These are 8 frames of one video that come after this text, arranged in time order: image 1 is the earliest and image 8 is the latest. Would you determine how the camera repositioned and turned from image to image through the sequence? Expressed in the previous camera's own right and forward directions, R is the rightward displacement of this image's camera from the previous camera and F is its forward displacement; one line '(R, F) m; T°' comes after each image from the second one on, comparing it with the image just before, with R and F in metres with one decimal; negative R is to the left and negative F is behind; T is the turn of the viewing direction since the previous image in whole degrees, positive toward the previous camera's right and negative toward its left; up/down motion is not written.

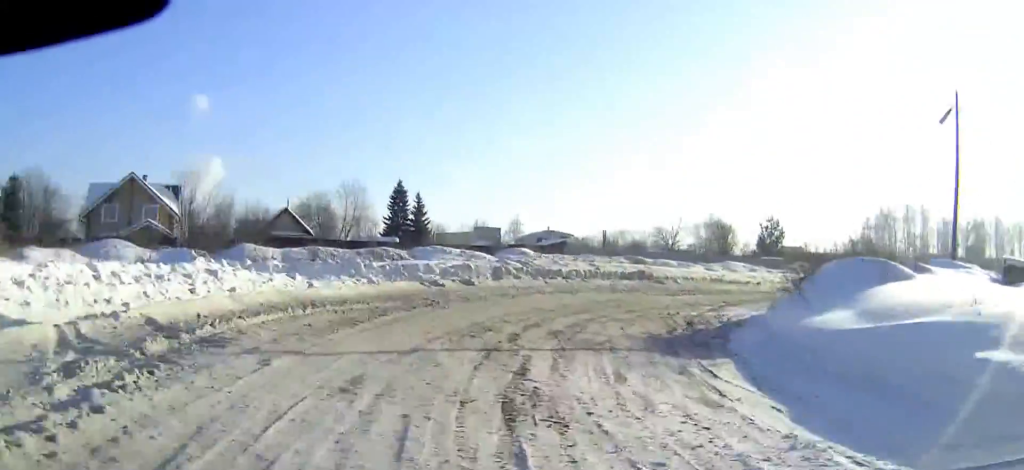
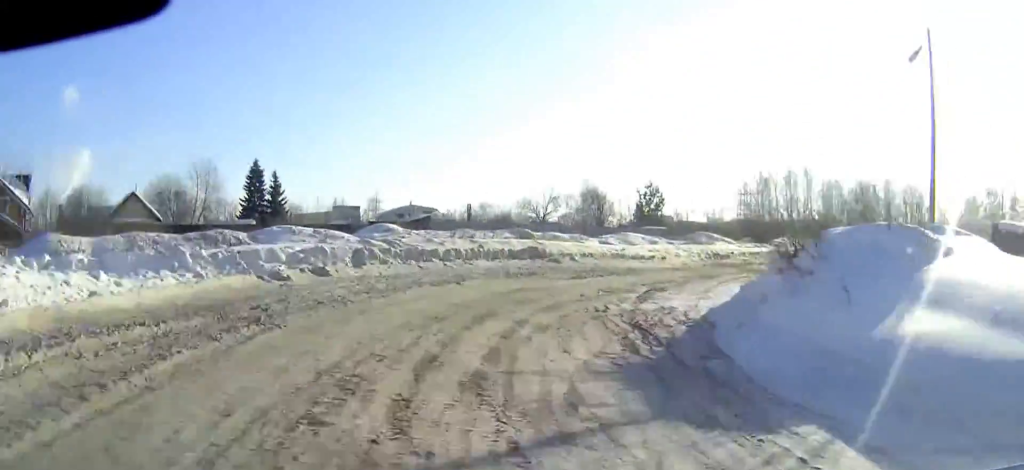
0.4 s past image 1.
(+1.0, +6.1) m; +8°
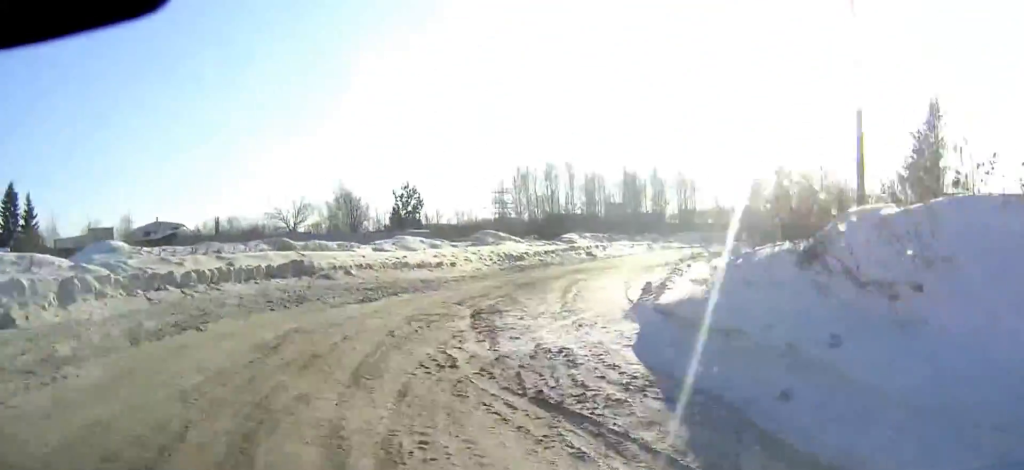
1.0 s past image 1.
(+0.6, +8.1) m; +4°
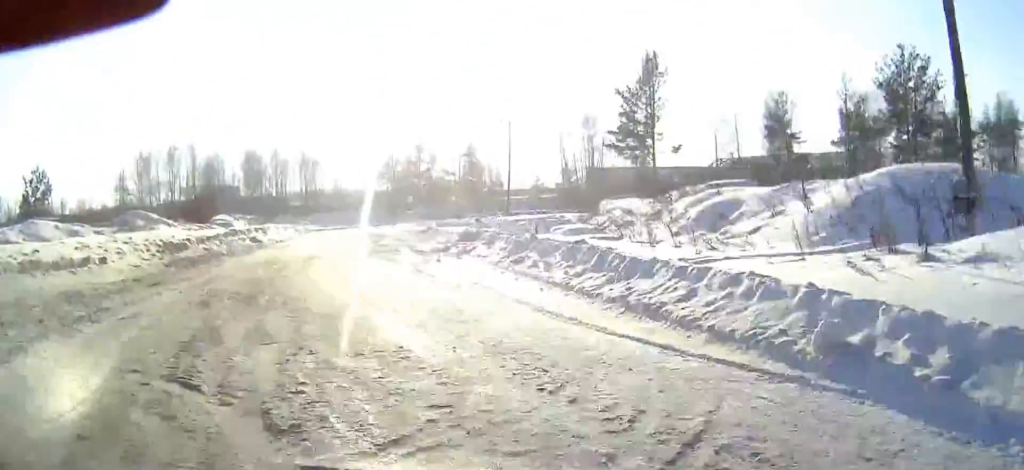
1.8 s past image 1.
(+0.3, +12.7) m; +1°
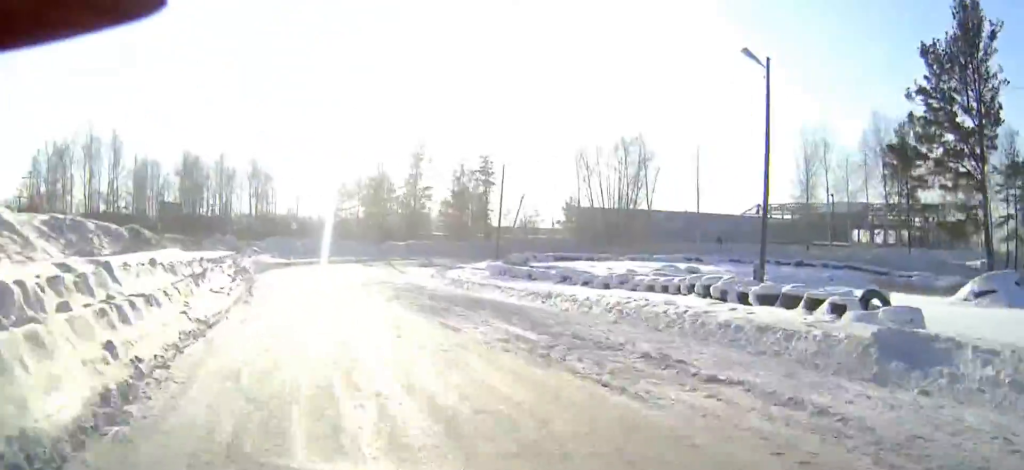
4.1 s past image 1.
(+2.1, +38.4) m; +11°
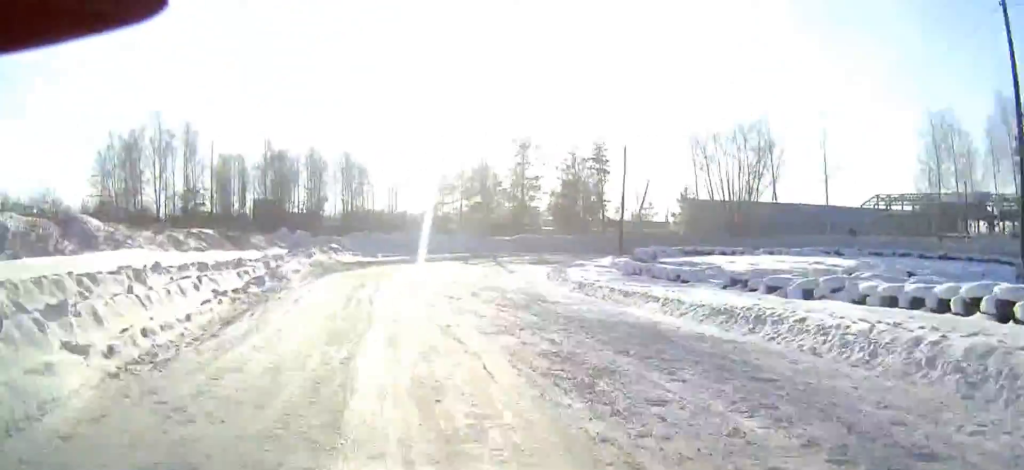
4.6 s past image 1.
(+0.5, +9.4) m; +4°
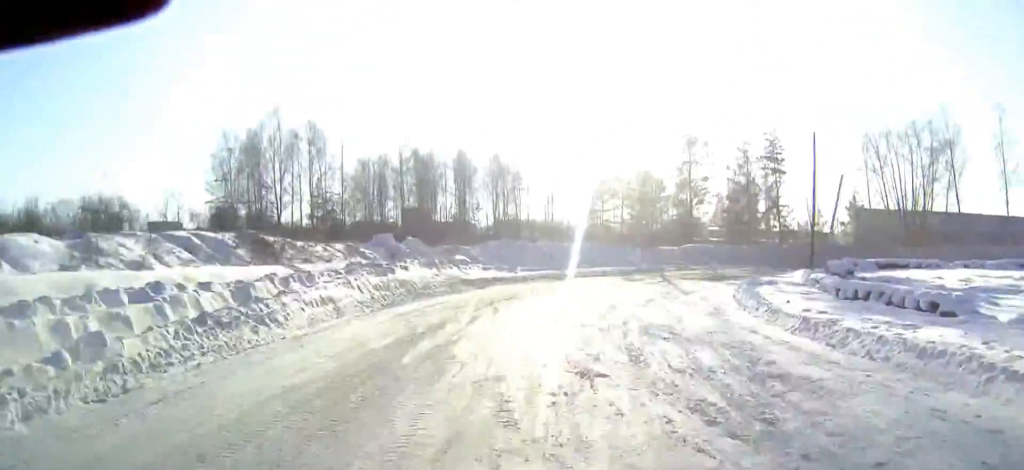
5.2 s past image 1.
(+0.2, +11.1) m; +1°
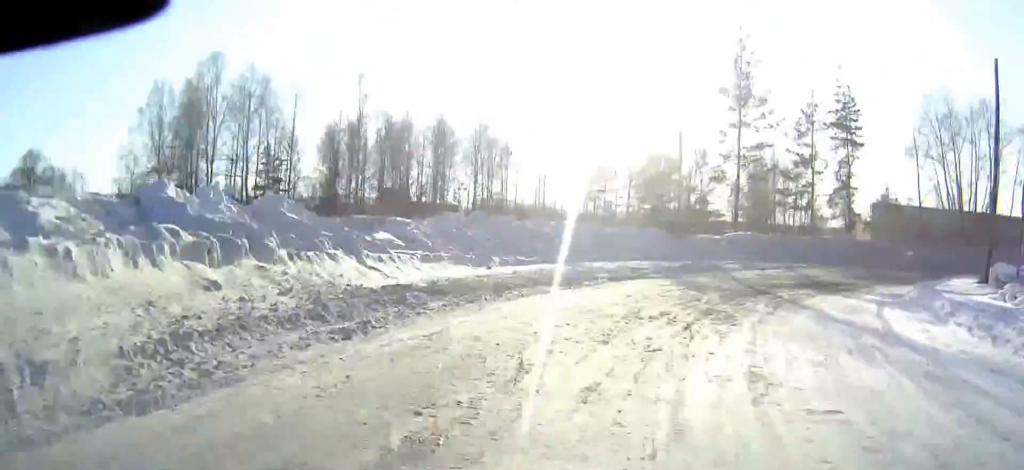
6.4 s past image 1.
(+0.2, +20.5) m; +6°
